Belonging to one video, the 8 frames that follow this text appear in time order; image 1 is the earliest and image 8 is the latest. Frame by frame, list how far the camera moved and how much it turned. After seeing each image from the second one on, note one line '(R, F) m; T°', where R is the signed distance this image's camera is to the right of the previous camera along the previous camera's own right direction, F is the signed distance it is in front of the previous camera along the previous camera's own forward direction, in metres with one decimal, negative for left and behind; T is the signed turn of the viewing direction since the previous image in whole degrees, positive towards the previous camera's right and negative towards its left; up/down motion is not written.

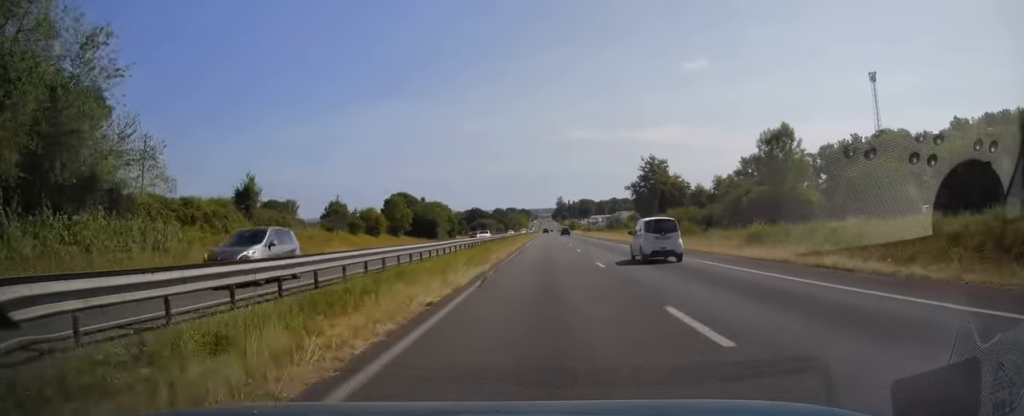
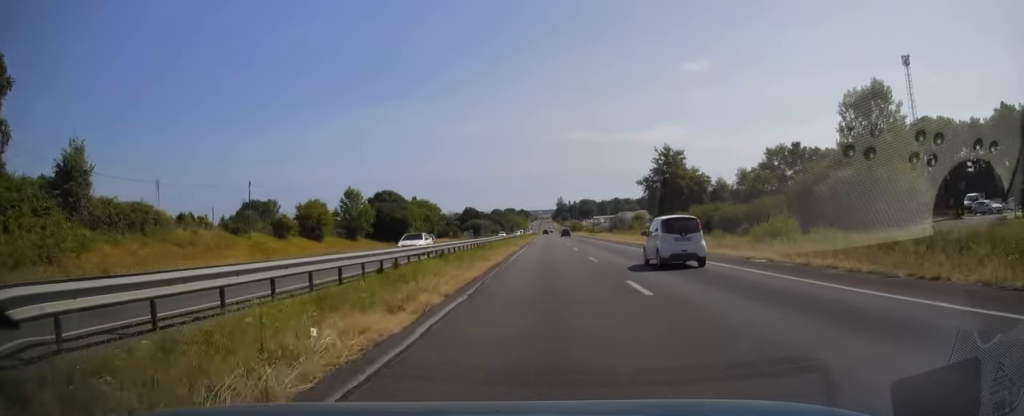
(-0.3, +22.4) m; 0°
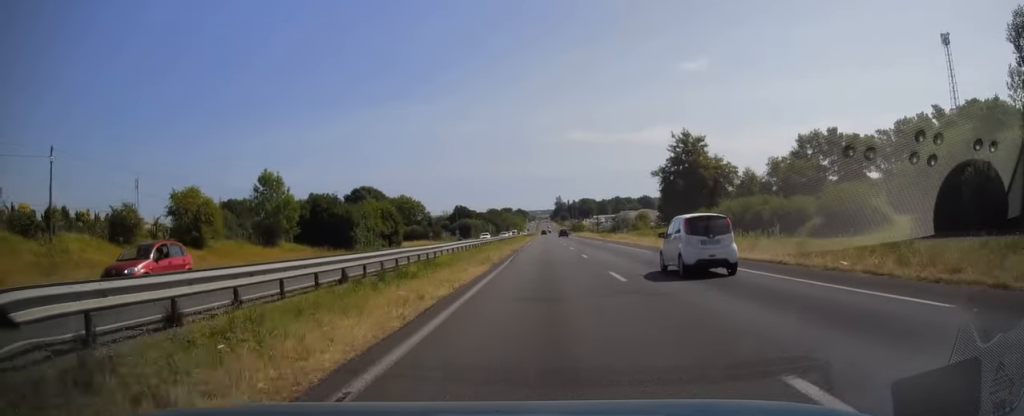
(+0.2, +23.4) m; 0°
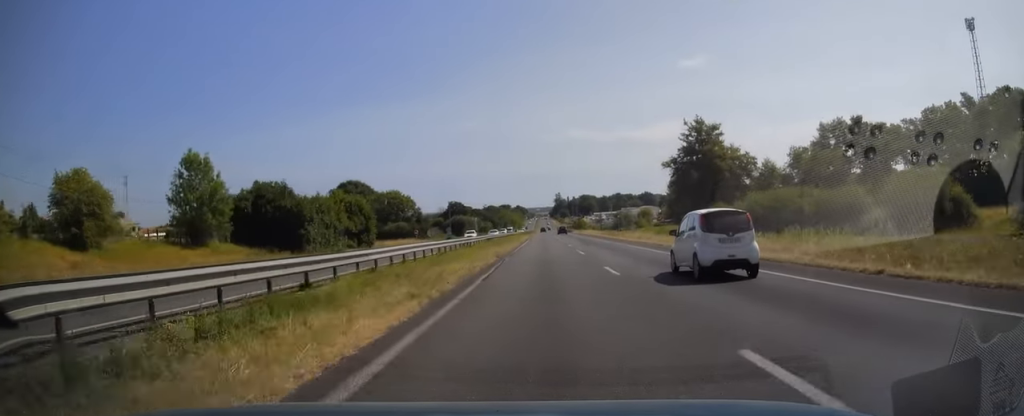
(+0.1, +12.5) m; 0°
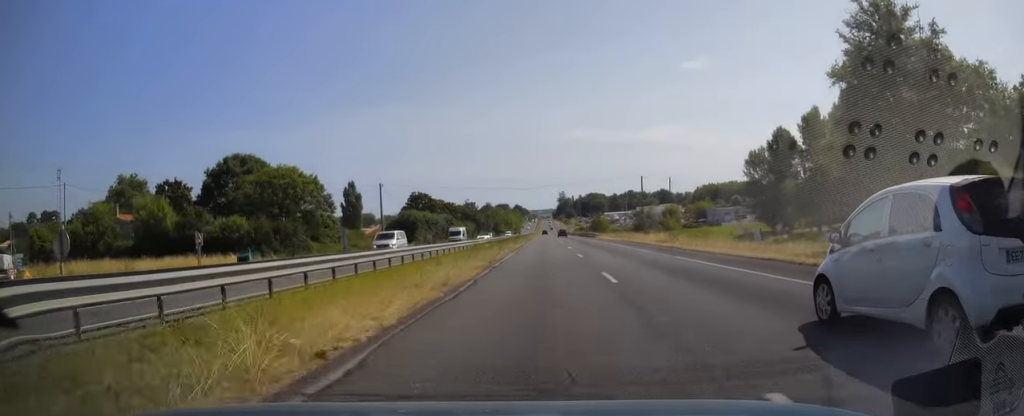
(+0.1, +69.6) m; 0°
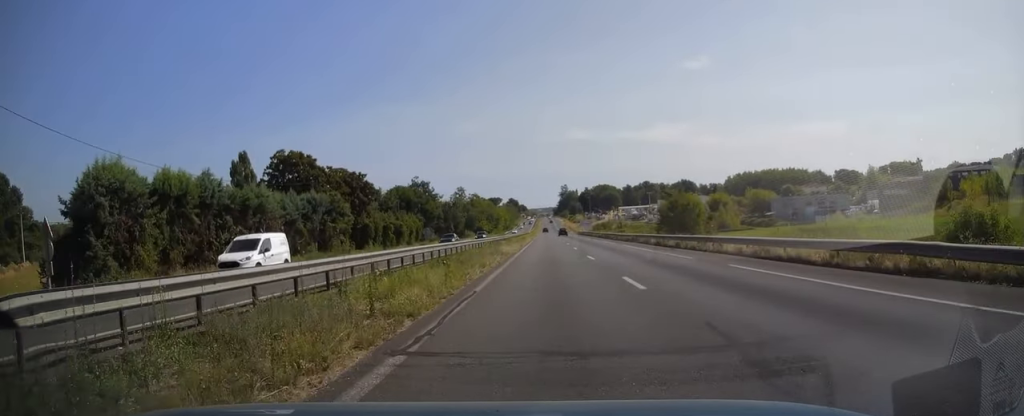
(-1.3, +83.3) m; -1°
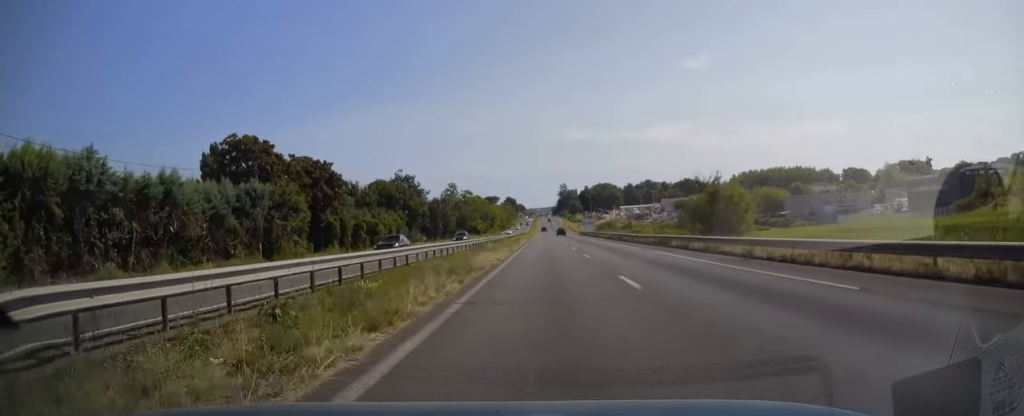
(+0.2, +12.9) m; 0°
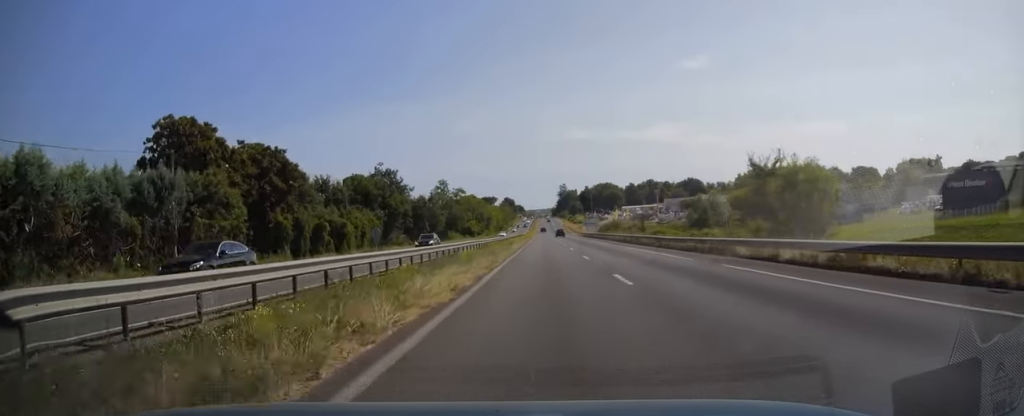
(+0.1, +12.9) m; 0°
